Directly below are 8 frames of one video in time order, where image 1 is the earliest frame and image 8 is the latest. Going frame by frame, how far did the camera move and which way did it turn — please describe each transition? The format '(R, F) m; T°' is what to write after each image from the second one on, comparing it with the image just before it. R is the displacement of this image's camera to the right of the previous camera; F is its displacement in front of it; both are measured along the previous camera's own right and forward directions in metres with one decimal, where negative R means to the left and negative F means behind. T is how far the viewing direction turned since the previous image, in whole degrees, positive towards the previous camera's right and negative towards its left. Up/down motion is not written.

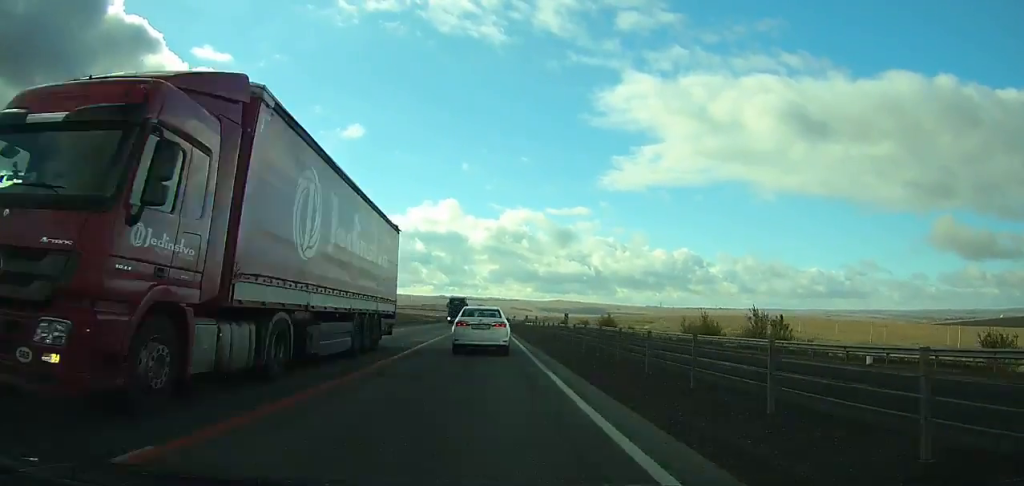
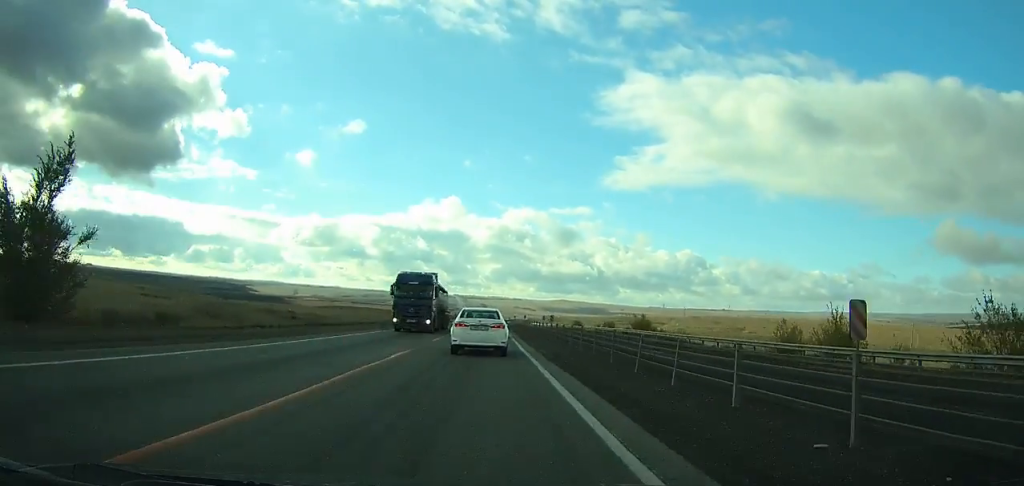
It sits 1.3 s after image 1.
(+0.1, +23.2) m; 0°
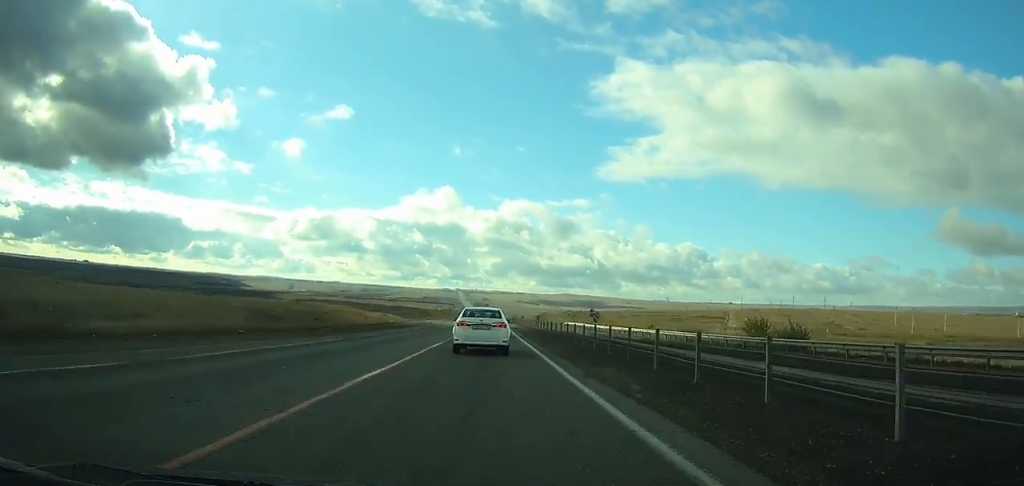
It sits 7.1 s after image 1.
(-0.3, +102.3) m; 0°
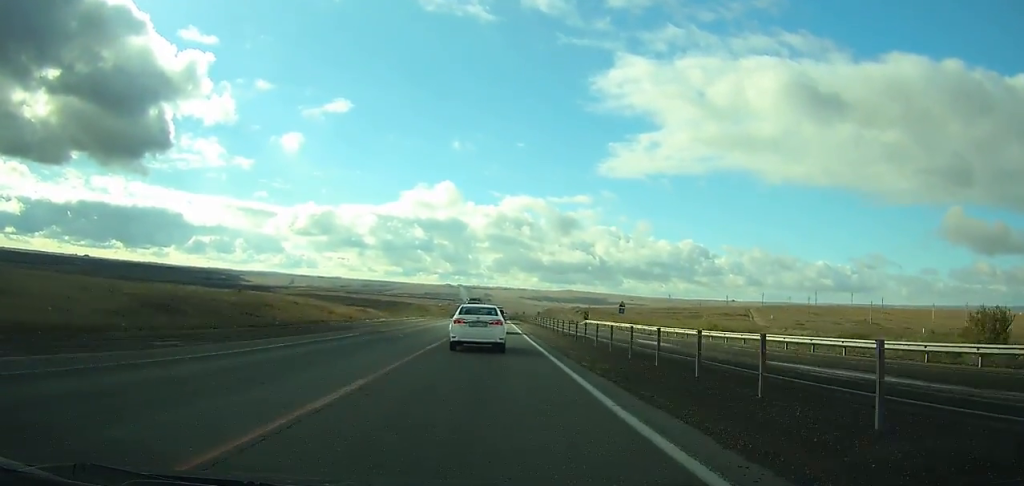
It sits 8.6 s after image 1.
(0.0, +25.9) m; 0°
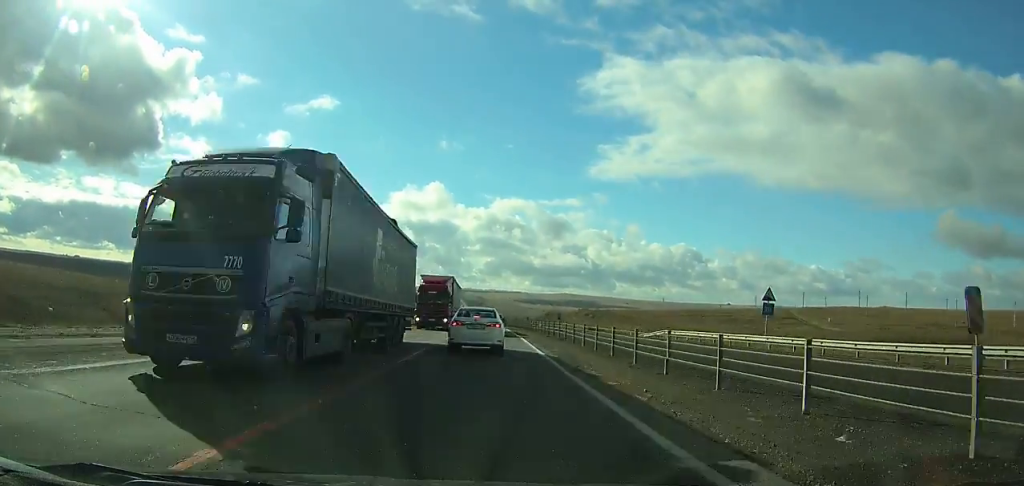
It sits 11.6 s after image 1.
(+0.1, +50.6) m; 0°
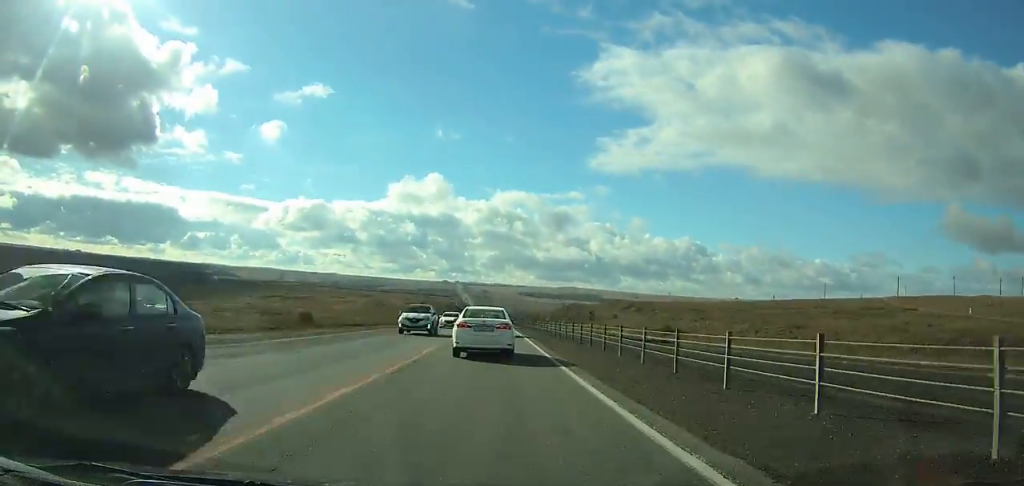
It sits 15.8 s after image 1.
(0.0, +67.2) m; 0°
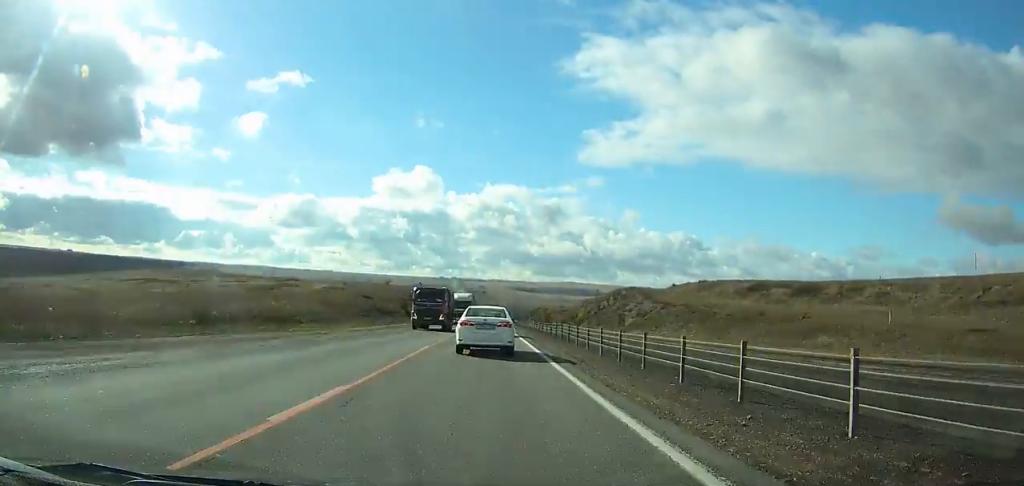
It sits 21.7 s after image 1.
(0.0, +92.6) m; 0°
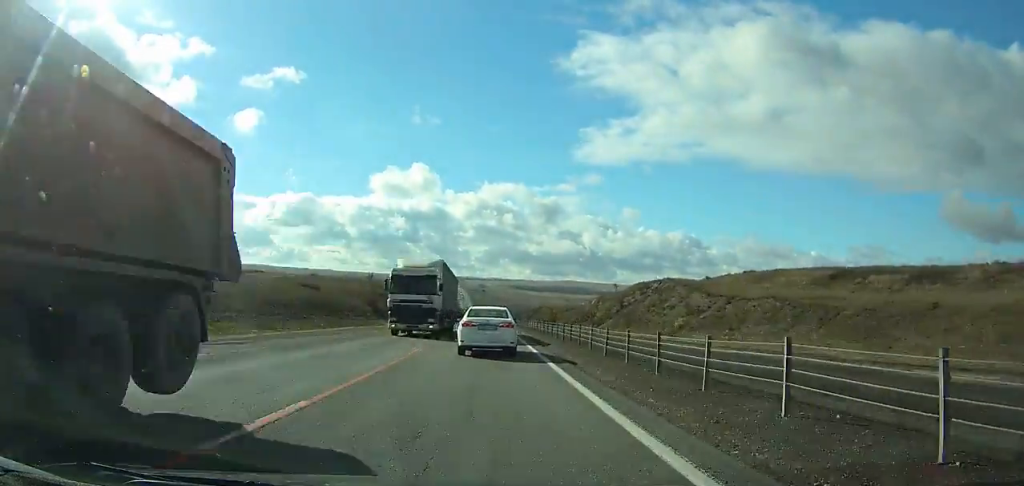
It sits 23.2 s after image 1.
(0.0, +24.6) m; 0°
